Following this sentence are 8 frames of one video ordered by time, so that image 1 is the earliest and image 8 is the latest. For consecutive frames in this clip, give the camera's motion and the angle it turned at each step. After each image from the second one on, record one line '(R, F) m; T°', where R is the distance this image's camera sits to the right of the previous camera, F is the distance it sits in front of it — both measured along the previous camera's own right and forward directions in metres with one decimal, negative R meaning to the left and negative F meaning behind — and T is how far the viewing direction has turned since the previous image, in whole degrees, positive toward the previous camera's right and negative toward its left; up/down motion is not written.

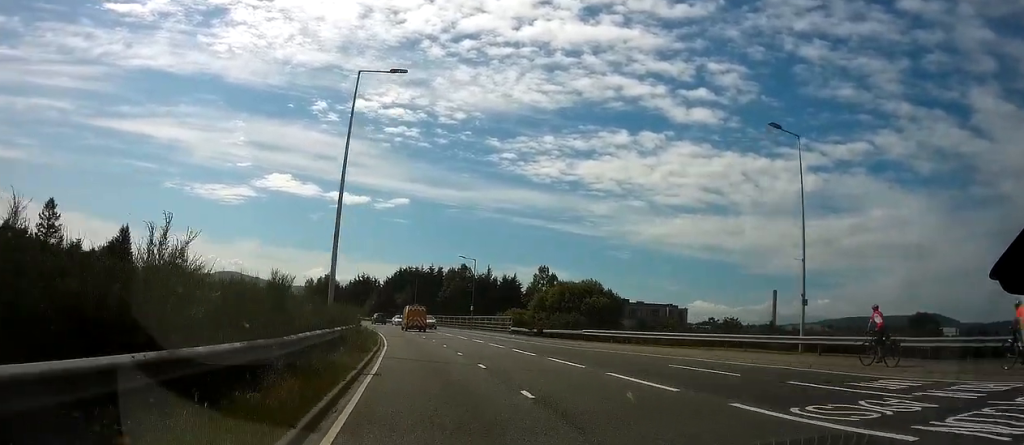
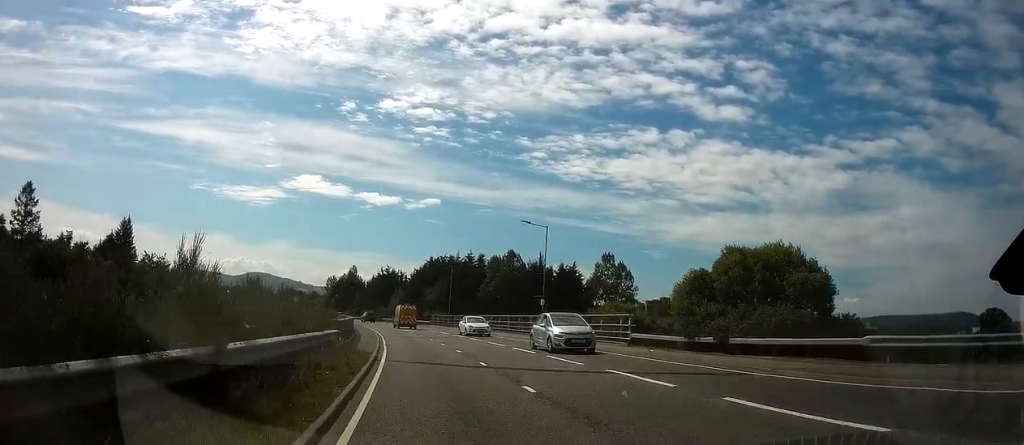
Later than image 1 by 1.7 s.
(-0.7, +26.3) m; -9°
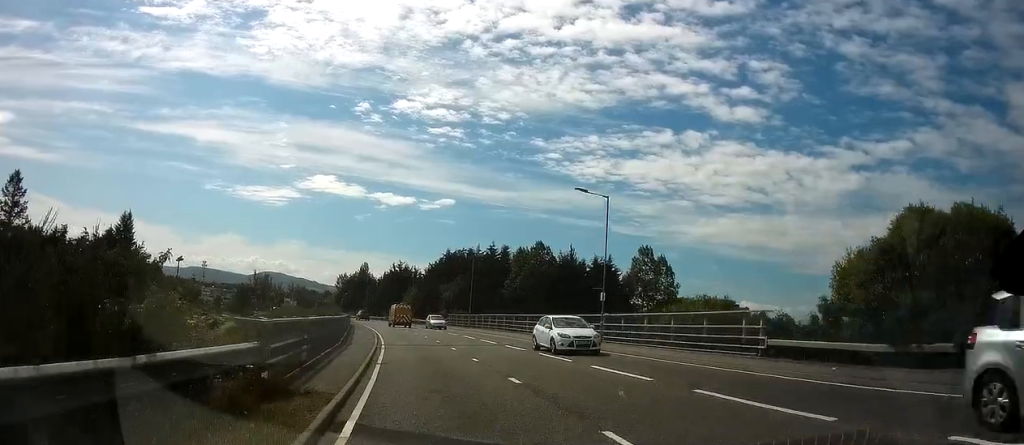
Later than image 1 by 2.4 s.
(-0.7, +11.2) m; -4°
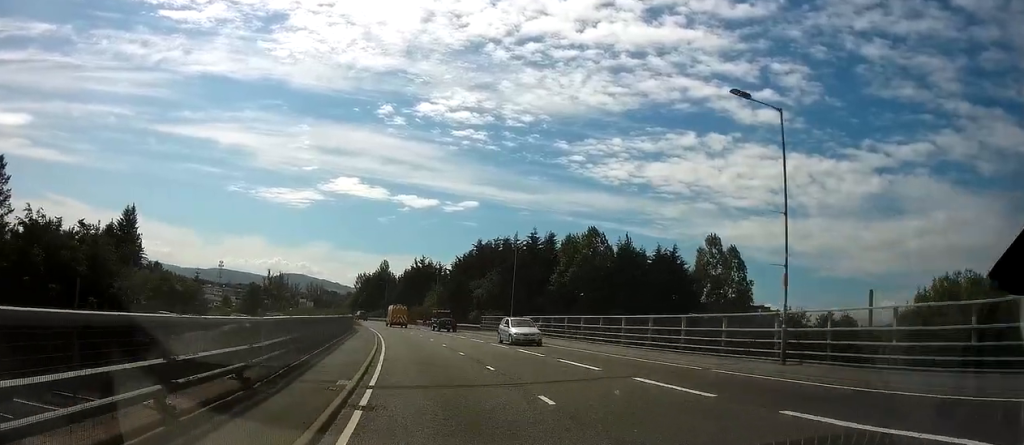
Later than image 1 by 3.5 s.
(-0.4, +14.8) m; -1°
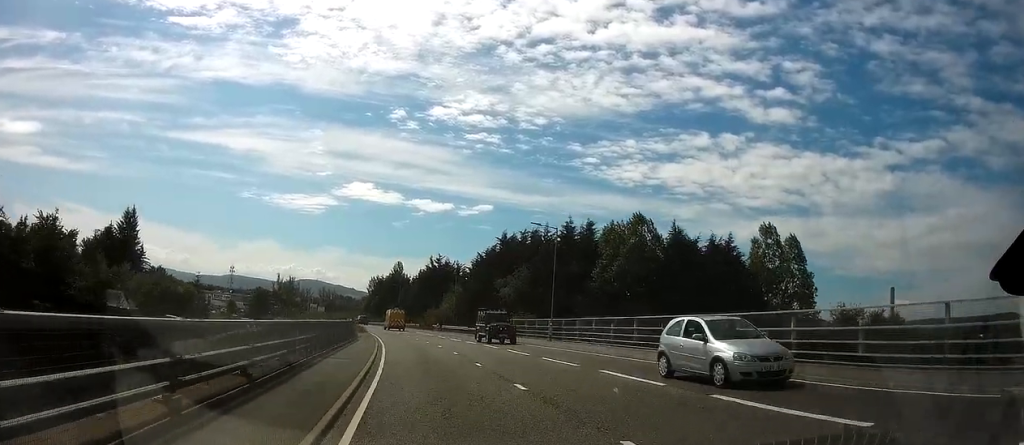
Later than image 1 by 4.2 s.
(0.0, +10.0) m; 0°
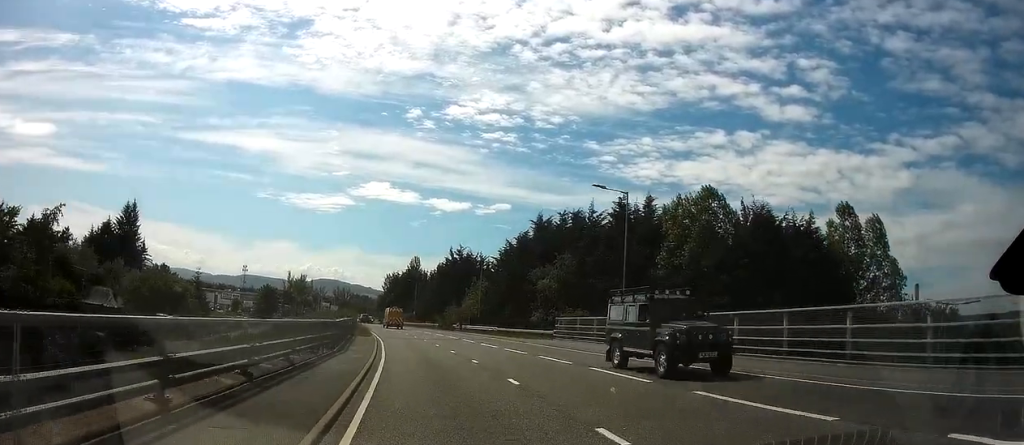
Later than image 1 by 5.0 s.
(+0.3, +11.6) m; -2°
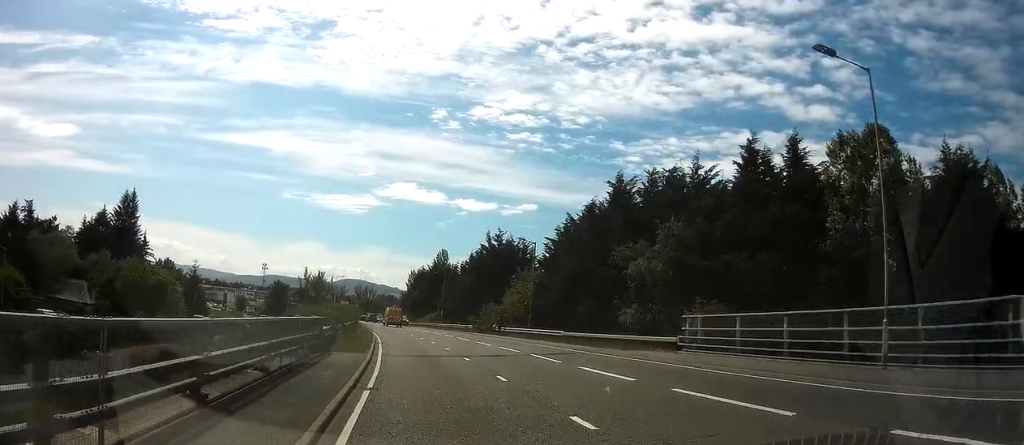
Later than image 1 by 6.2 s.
(-1.2, +17.3) m; -6°
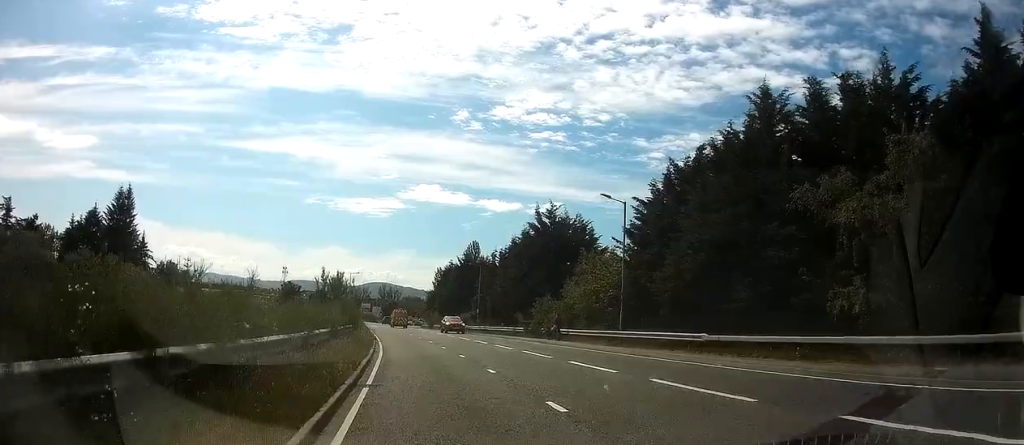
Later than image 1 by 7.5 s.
(-0.5, +17.1) m; -3°
